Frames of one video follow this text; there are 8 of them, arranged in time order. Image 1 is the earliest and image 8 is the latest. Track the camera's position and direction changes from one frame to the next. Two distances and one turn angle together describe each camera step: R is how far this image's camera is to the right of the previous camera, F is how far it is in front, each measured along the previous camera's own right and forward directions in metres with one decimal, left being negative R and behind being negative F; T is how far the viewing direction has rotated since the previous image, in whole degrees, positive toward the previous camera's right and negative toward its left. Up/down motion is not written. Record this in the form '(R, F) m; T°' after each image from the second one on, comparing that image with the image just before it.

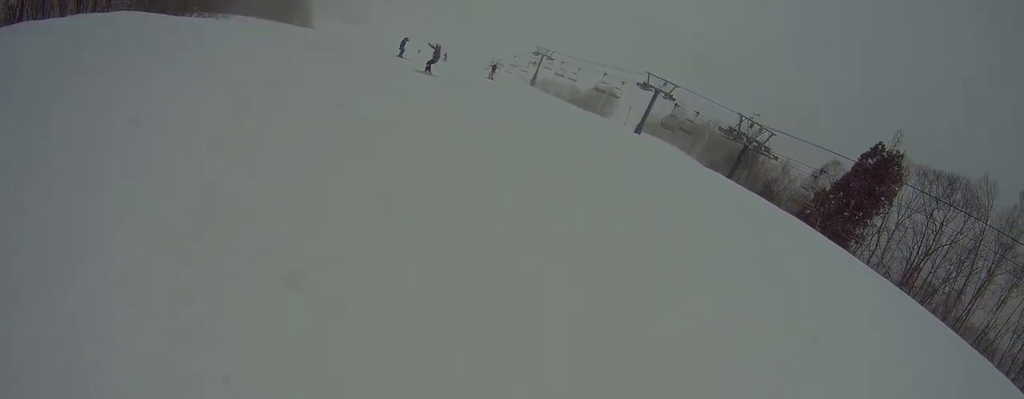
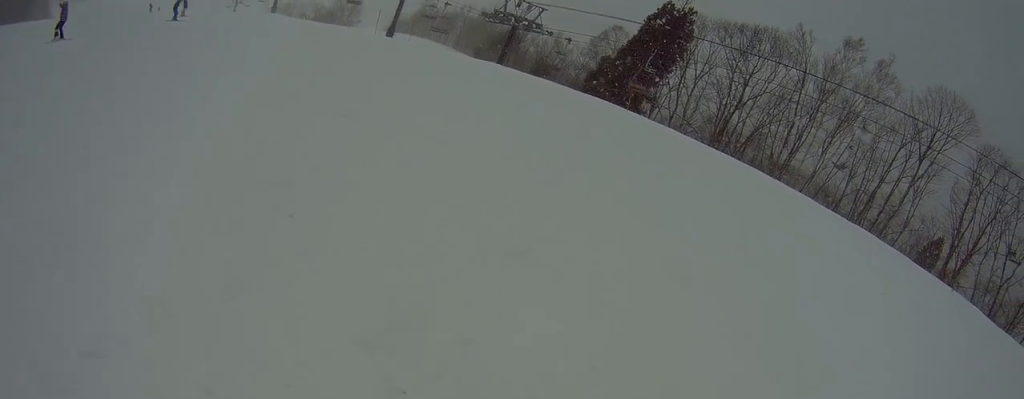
(+0.5, +4.0) m; +37°
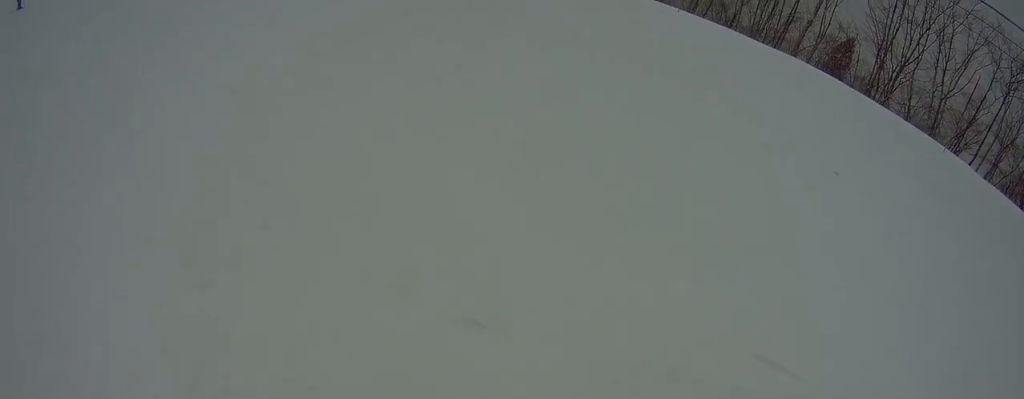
(+3.0, +6.5) m; +23°
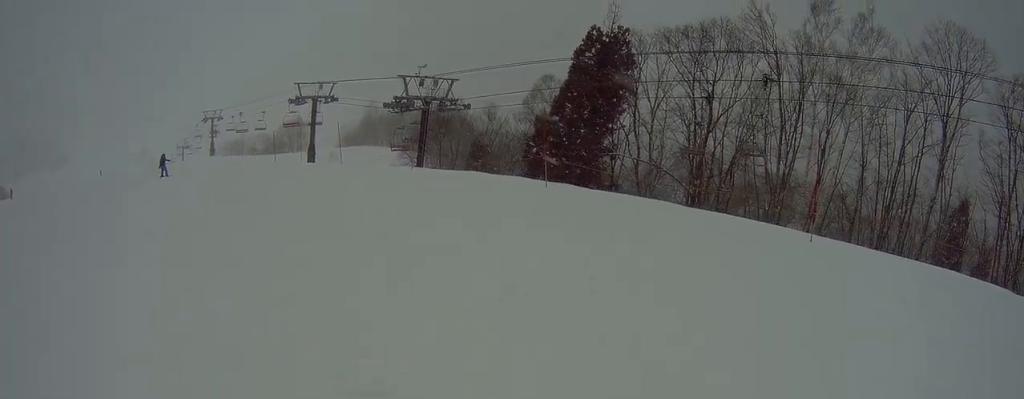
(-0.7, +4.2) m; -20°
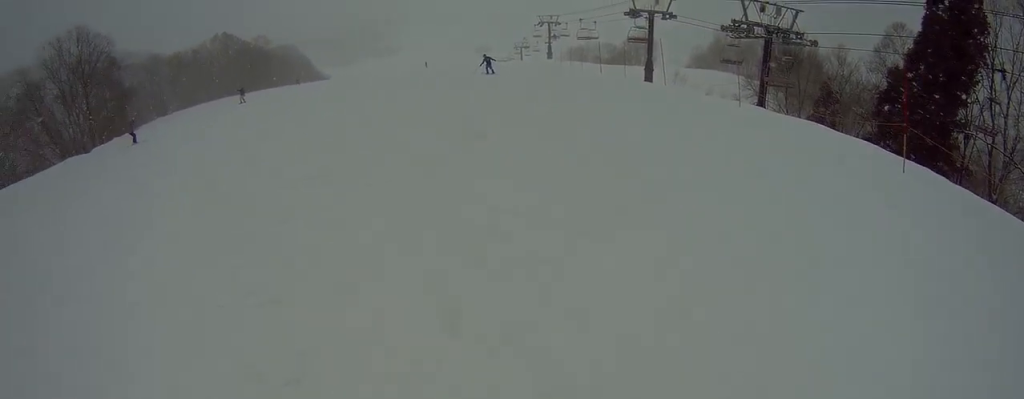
(0.0, +3.4) m; -9°
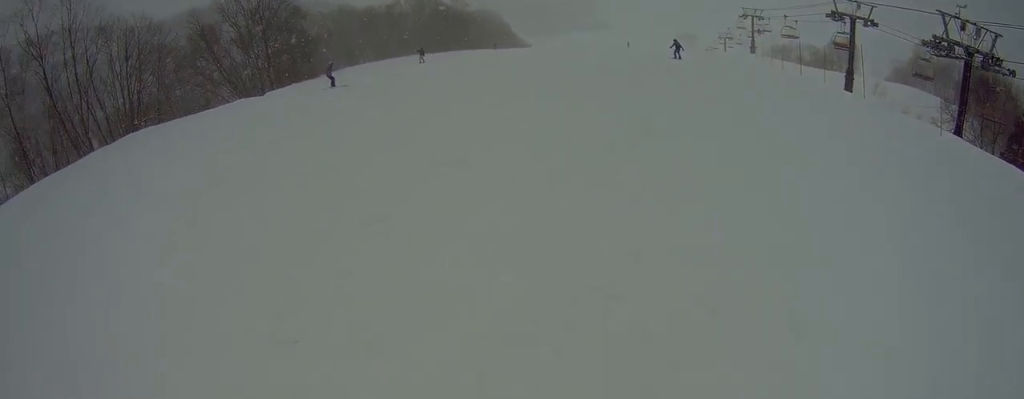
(-0.1, +1.1) m; -17°
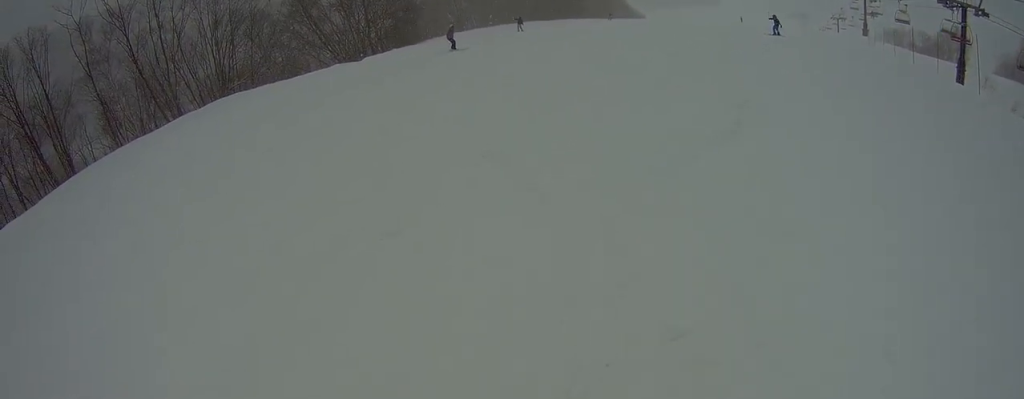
(+0.2, +1.0) m; -15°
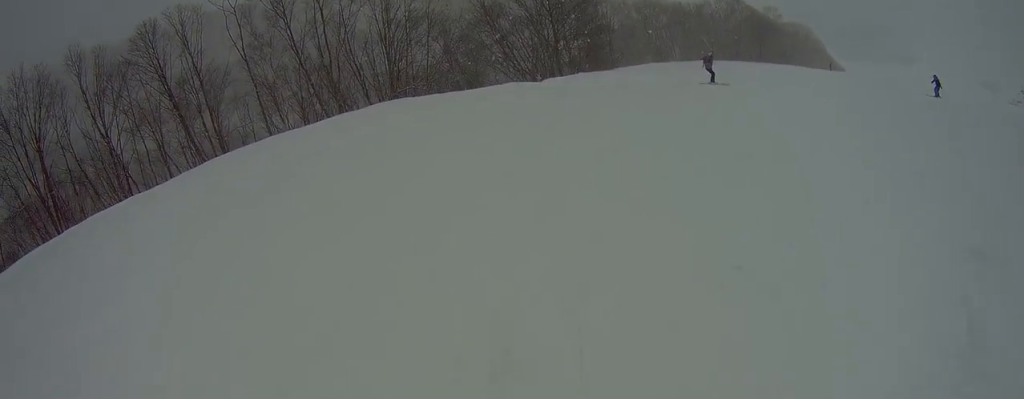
(-1.3, +3.1) m; -27°
